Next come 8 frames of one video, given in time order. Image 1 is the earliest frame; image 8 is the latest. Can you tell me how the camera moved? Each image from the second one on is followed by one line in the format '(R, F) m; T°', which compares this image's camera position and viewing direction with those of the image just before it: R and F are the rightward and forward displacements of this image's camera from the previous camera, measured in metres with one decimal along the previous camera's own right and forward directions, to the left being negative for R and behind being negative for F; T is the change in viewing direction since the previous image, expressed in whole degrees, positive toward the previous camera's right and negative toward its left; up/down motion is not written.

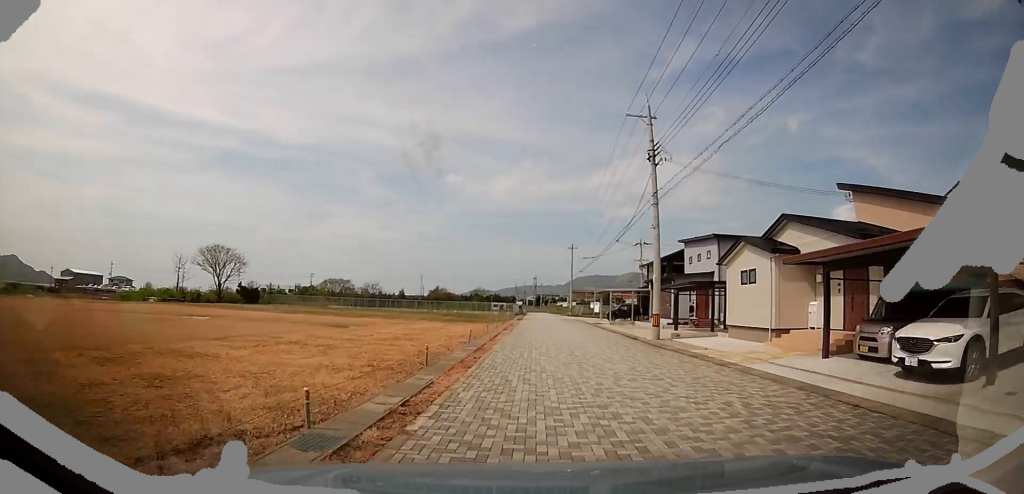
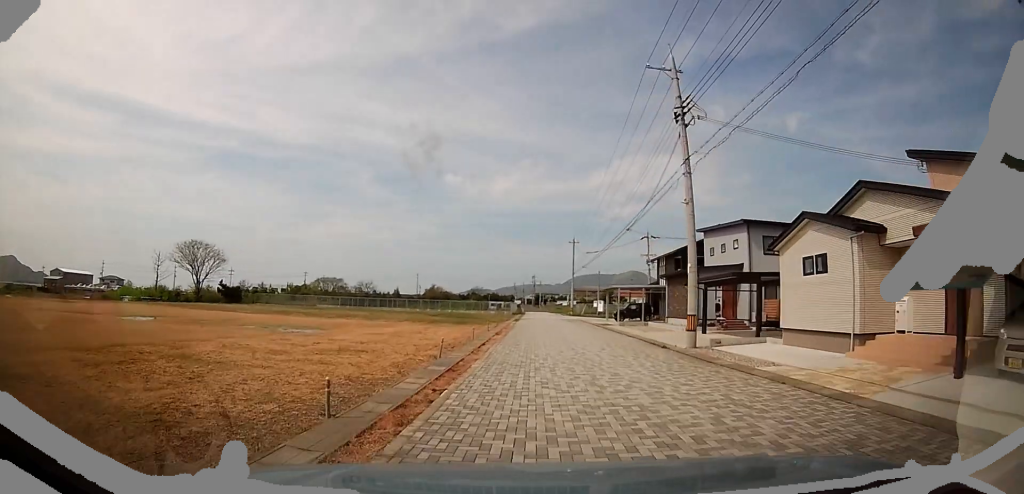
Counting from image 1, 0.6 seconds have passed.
(0.0, +4.7) m; -1°
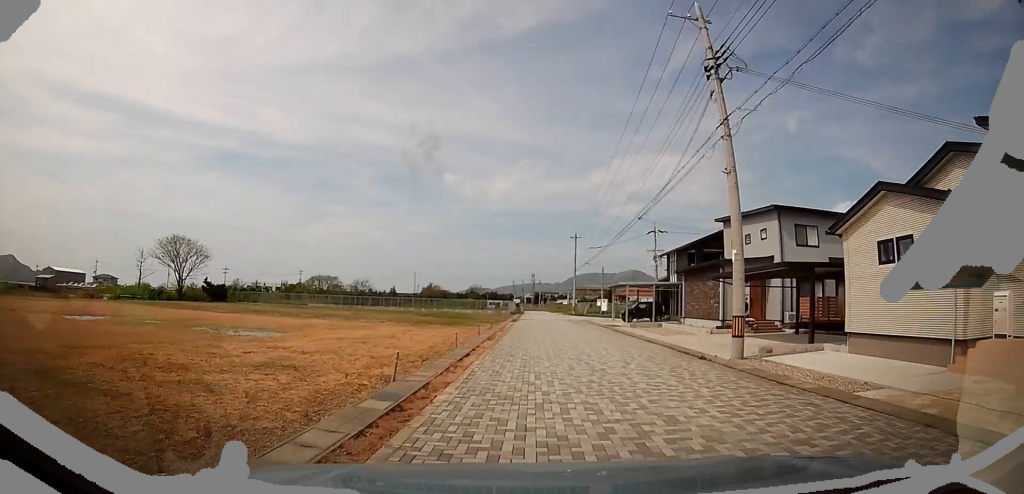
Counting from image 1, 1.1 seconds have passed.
(0.0, +3.4) m; -4°
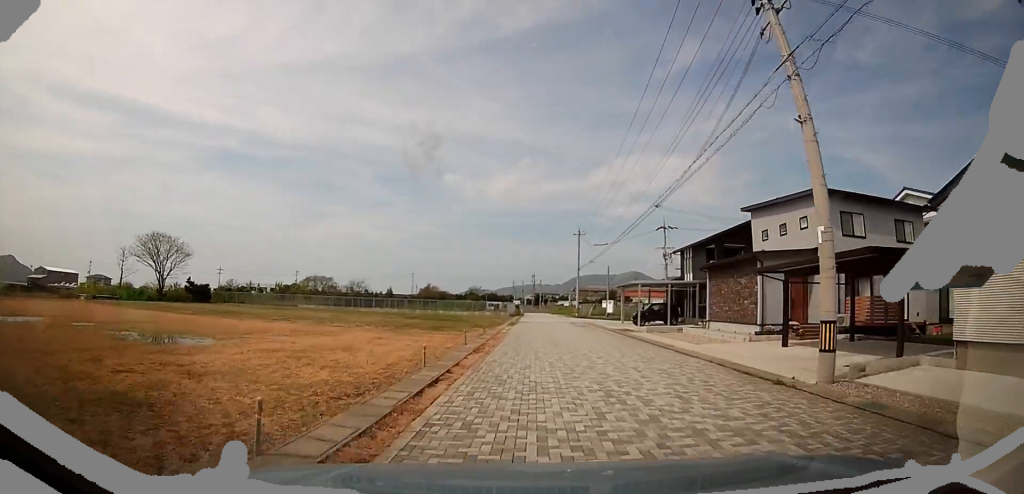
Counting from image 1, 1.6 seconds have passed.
(+0.2, +3.7) m; -4°
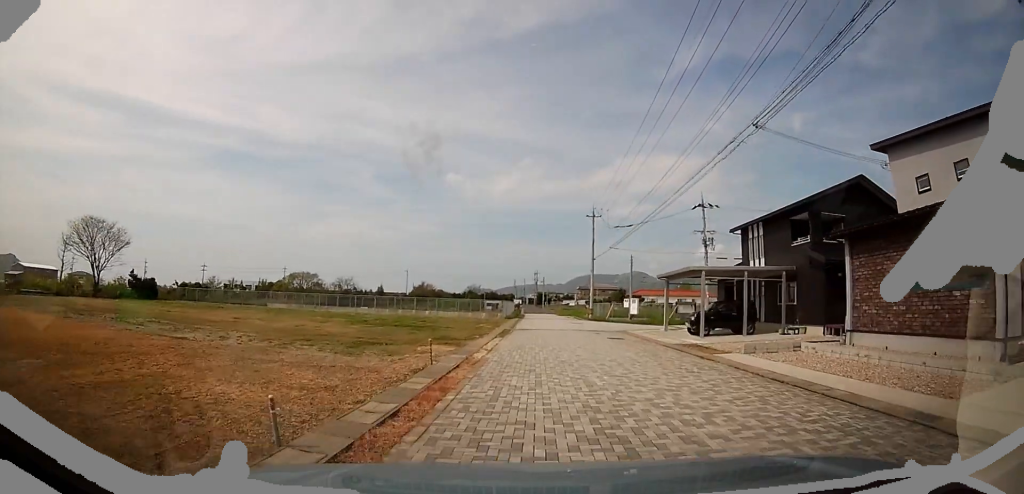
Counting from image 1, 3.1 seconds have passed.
(-0.4, +10.9) m; +6°
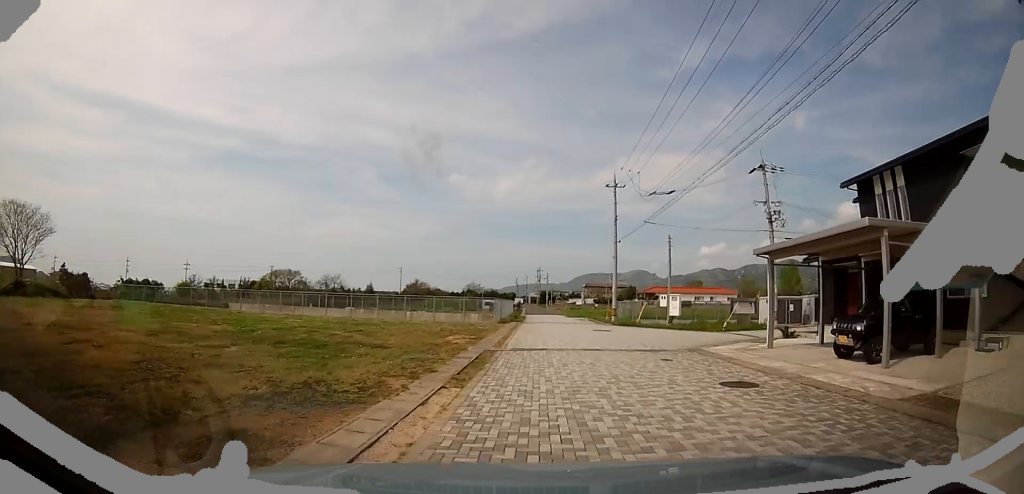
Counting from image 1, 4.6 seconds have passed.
(+0.8, +10.5) m; +4°
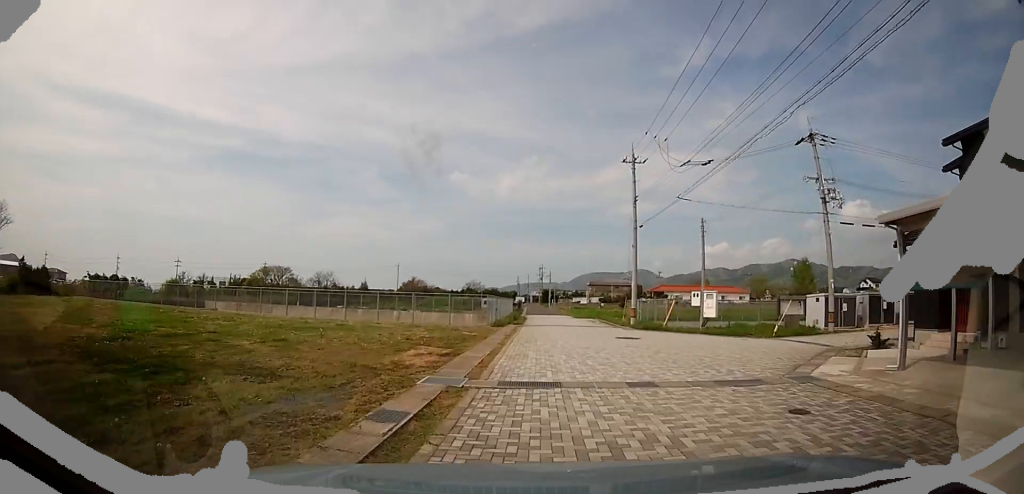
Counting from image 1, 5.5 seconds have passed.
(0.0, +5.3) m; 0°
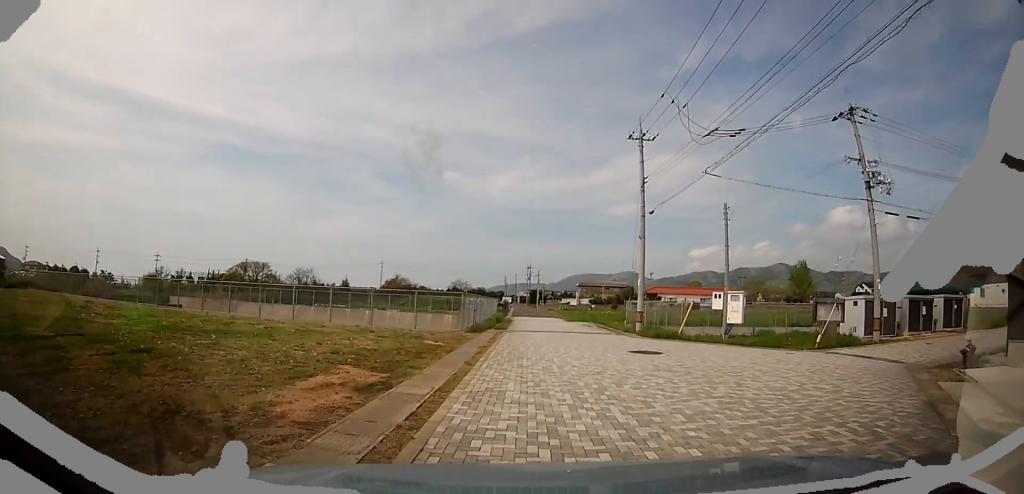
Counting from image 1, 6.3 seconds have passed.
(0.0, +4.7) m; +2°
